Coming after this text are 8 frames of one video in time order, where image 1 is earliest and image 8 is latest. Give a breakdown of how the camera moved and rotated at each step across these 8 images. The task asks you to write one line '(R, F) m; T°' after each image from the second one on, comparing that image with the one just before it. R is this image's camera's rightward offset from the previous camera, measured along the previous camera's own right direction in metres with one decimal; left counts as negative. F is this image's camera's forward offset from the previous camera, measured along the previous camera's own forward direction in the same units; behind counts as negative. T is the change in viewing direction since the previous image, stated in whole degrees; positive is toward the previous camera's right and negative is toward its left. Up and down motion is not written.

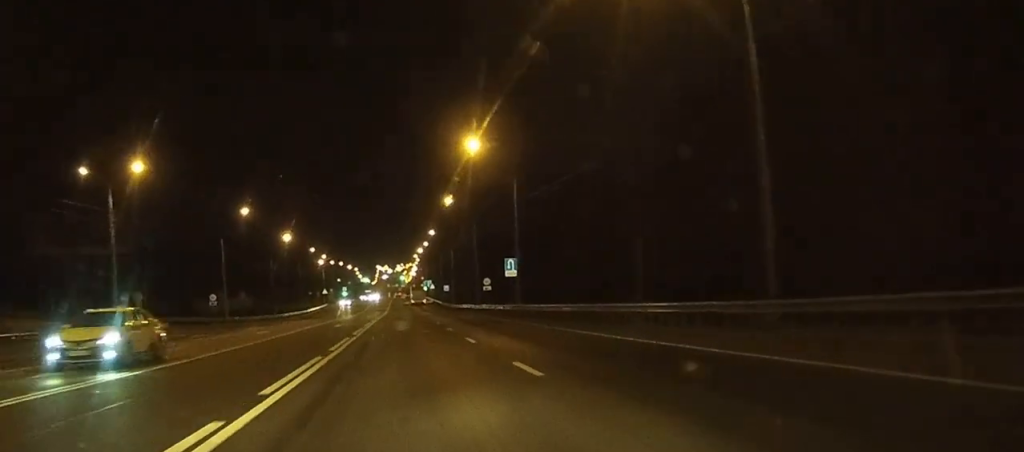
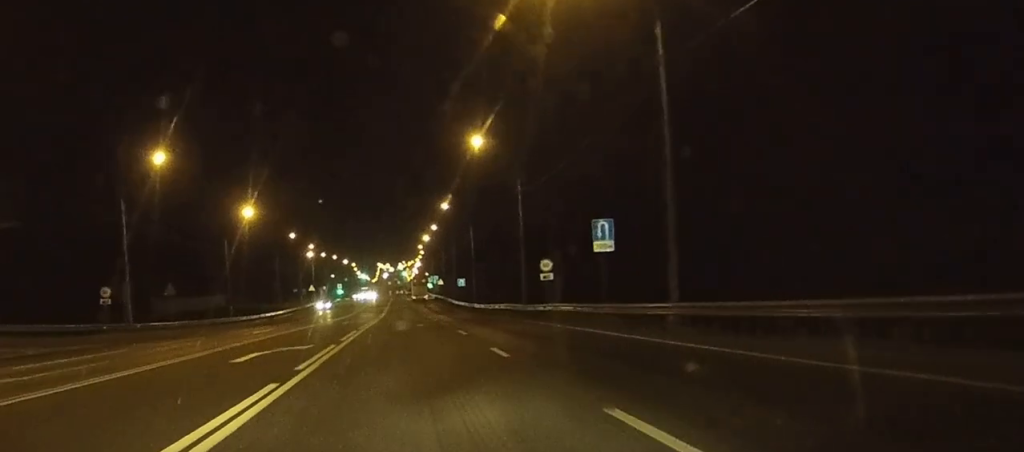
(+0.1, +31.6) m; 0°
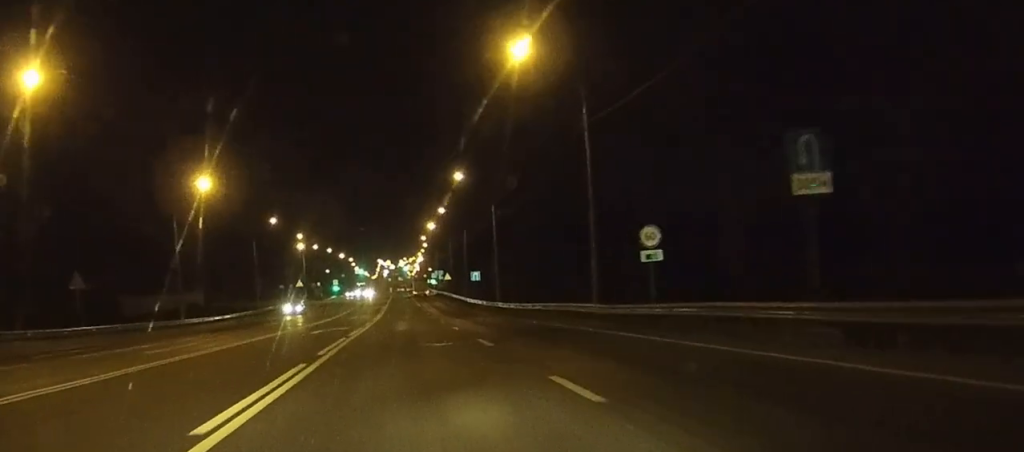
(-0.1, +20.1) m; 0°
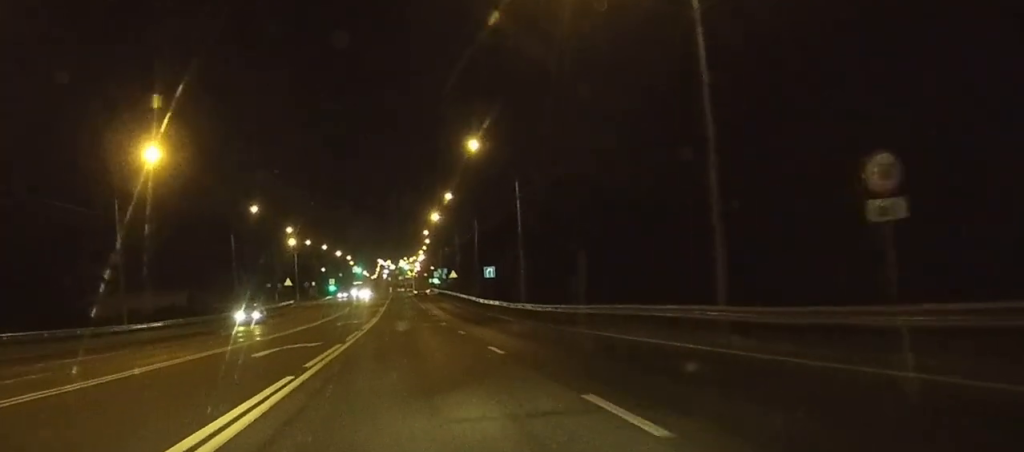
(0.0, +14.3) m; 0°
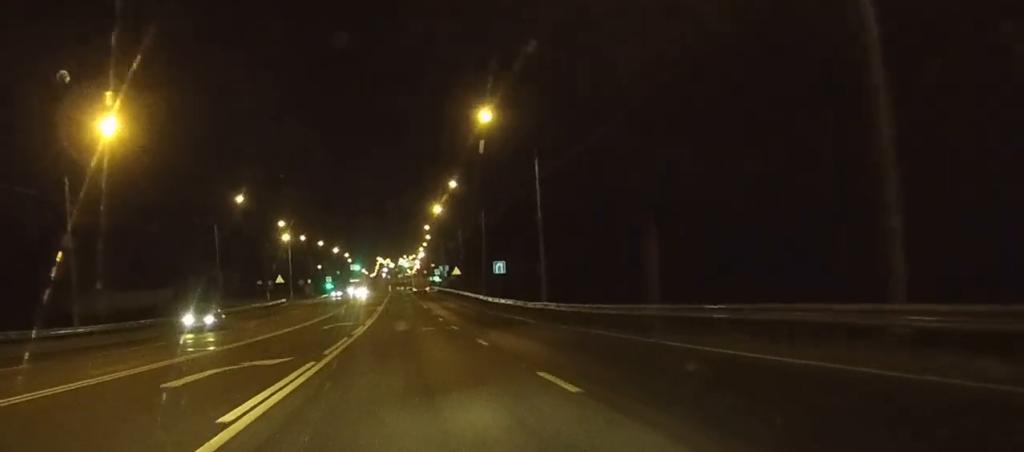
(0.0, +8.2) m; 0°
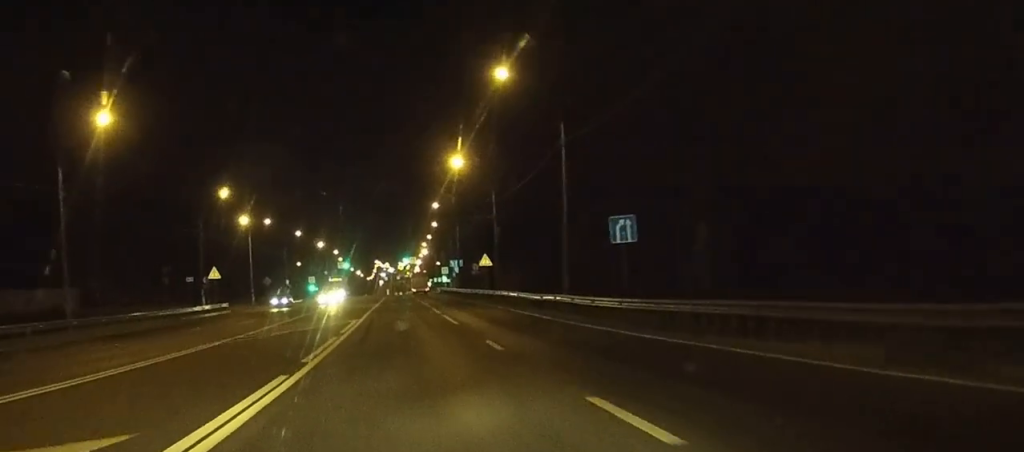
(-0.1, +40.3) m; 0°
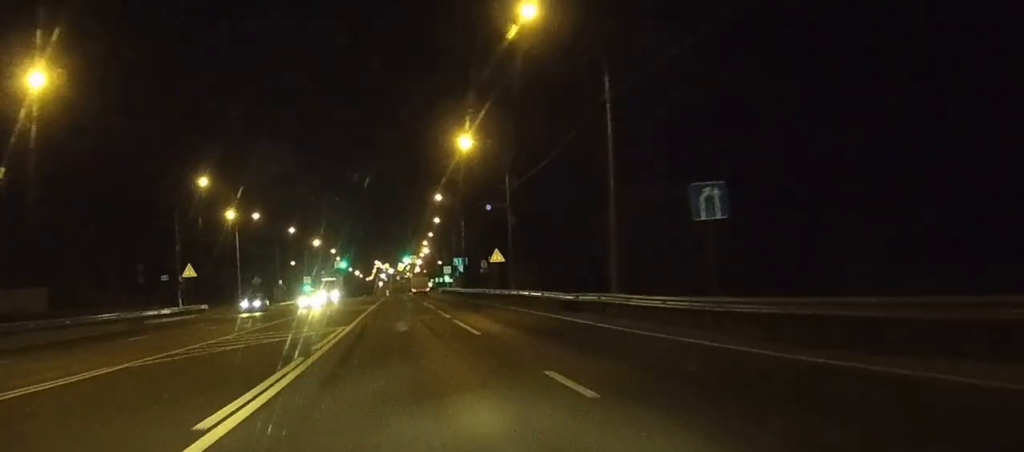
(0.0, +9.1) m; 0°
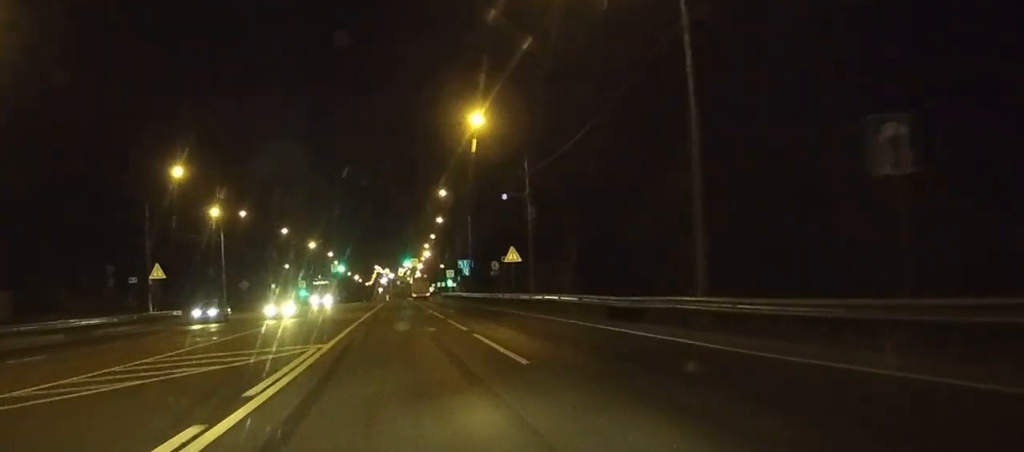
(0.0, +9.1) m; 0°
